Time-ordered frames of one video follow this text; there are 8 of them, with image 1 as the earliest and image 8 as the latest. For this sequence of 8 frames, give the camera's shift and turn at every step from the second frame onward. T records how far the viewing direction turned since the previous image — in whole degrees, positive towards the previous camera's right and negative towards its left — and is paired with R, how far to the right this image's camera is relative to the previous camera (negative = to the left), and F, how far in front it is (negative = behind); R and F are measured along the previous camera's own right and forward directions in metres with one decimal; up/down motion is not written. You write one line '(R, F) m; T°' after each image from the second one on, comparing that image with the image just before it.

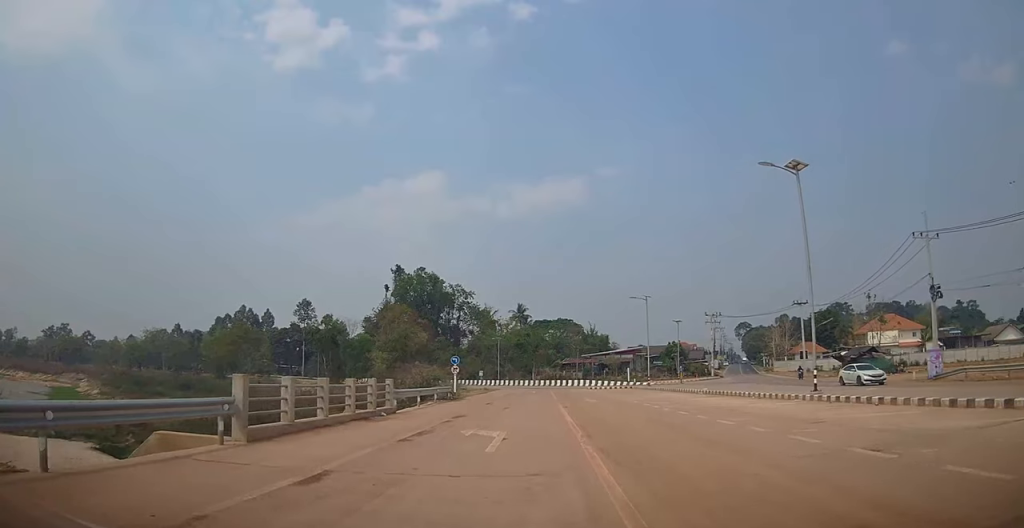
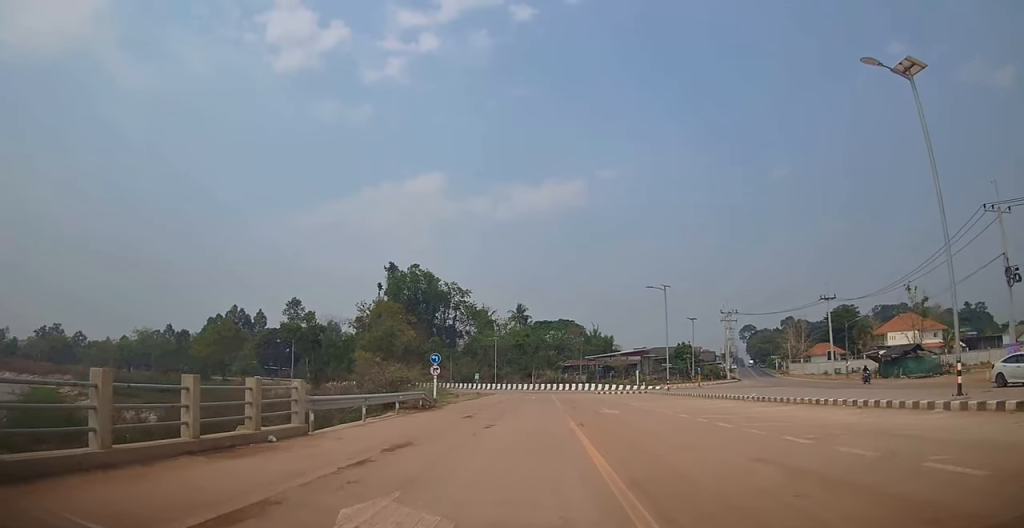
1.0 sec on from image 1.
(-0.2, +8.3) m; 0°
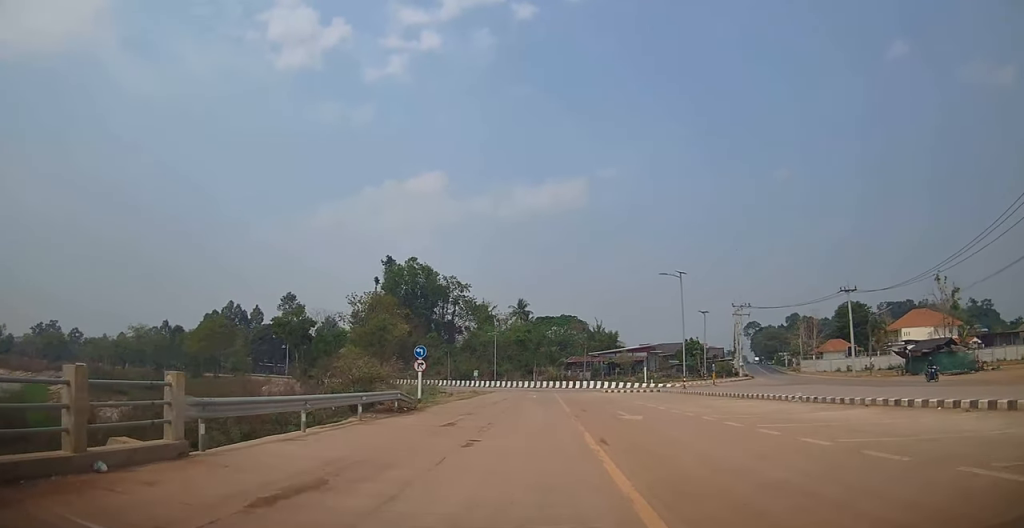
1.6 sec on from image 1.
(0.0, +4.9) m; +1°
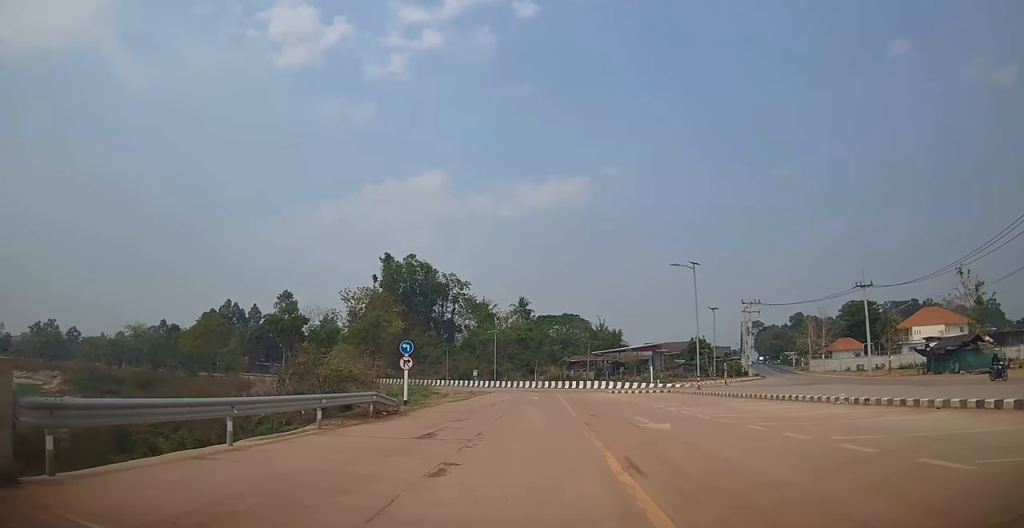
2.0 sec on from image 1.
(+0.1, +3.4) m; 0°
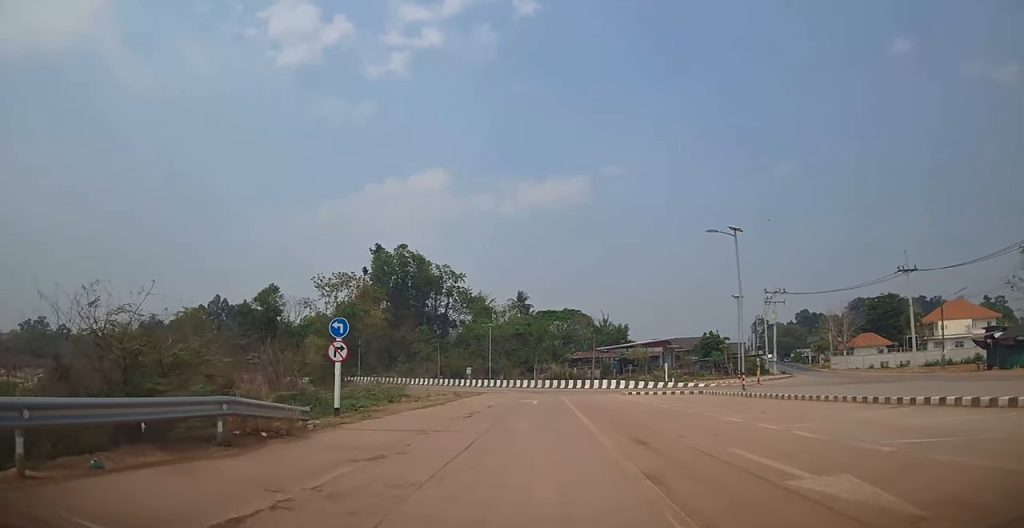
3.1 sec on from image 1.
(0.0, +8.9) m; 0°
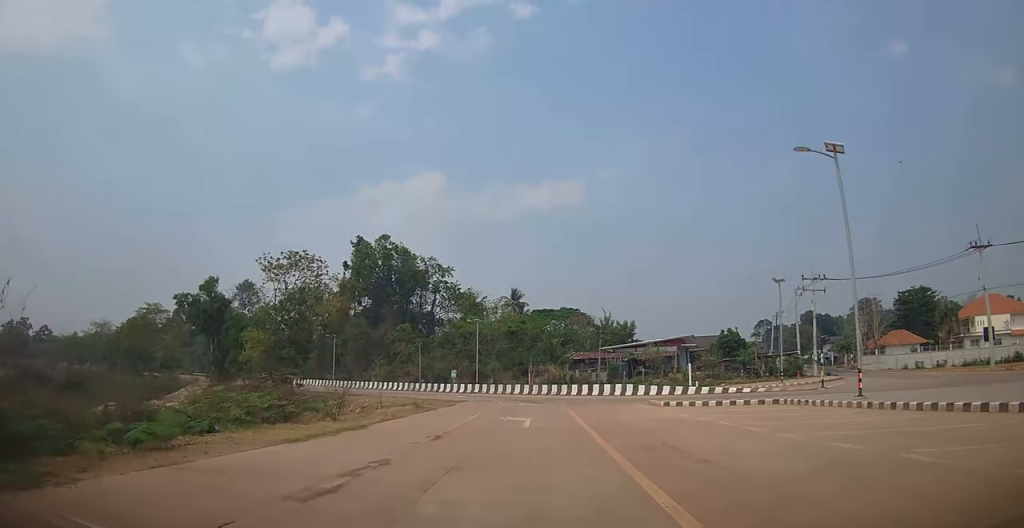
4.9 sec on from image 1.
(+0.1, +13.1) m; 0°
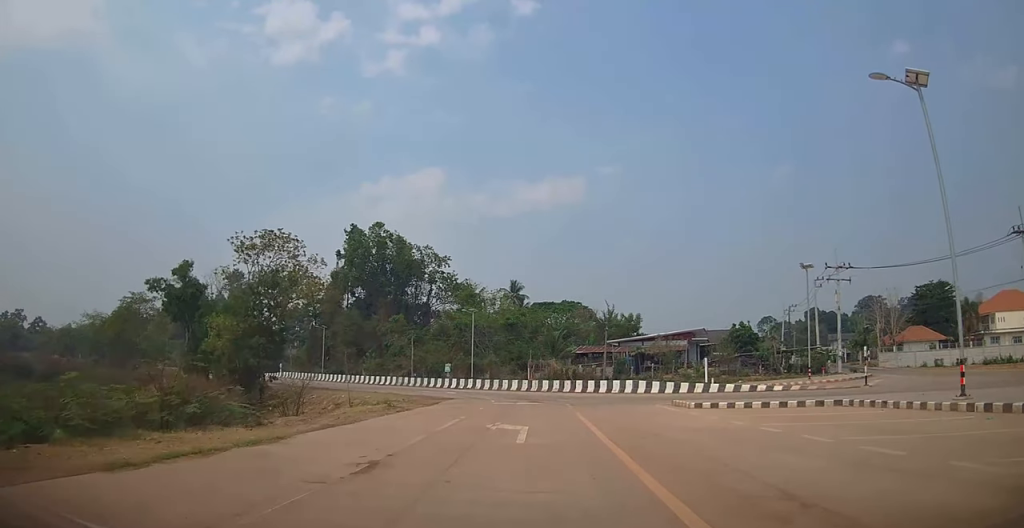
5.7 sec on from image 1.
(0.0, +5.9) m; -1°
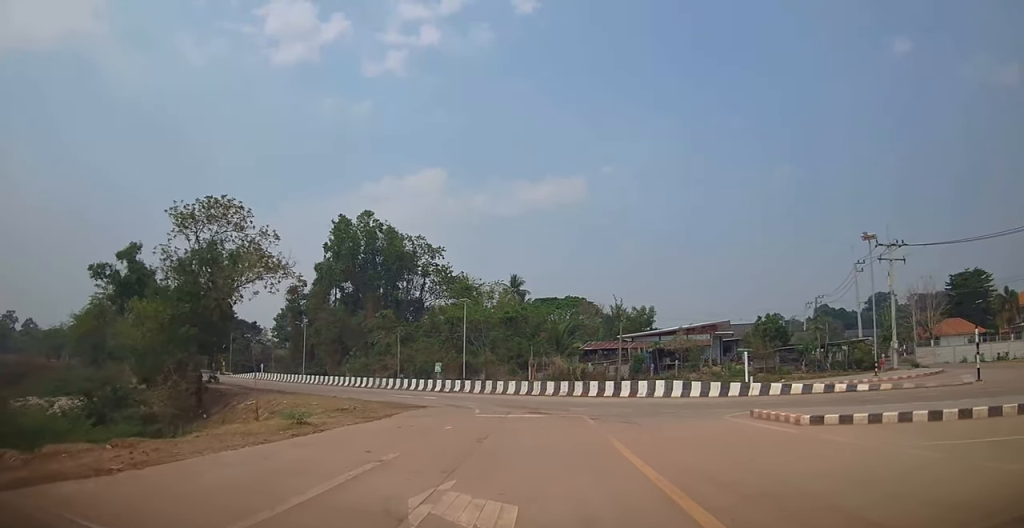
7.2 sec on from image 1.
(-0.1, +9.7) m; +1°
